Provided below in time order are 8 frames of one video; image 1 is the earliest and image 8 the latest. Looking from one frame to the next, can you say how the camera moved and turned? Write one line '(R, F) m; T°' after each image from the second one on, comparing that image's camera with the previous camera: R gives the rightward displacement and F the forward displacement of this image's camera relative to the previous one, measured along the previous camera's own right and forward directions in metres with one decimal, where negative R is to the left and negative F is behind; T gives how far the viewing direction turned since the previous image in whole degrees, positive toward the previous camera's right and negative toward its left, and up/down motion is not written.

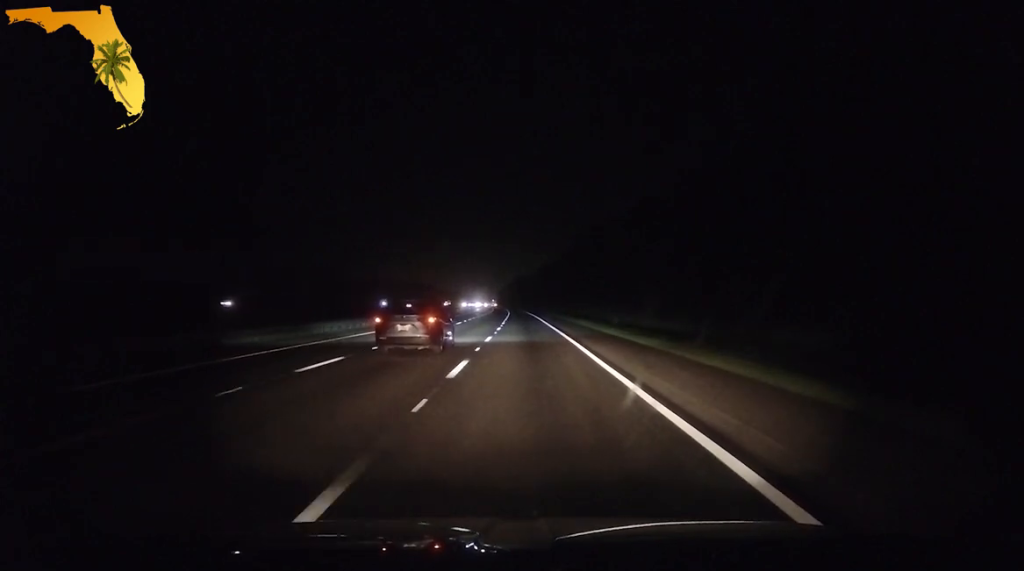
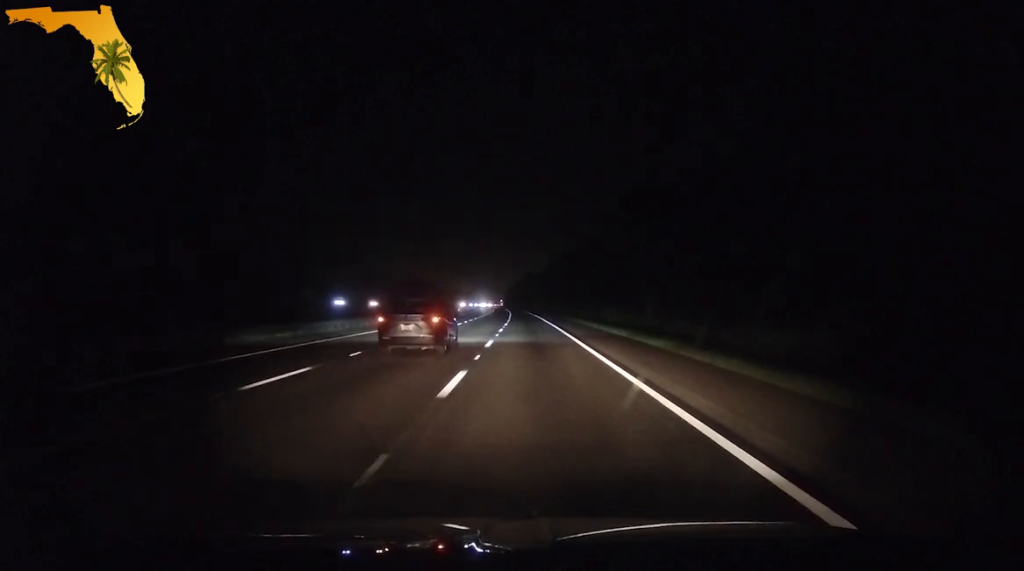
(-0.1, +51.1) m; 0°
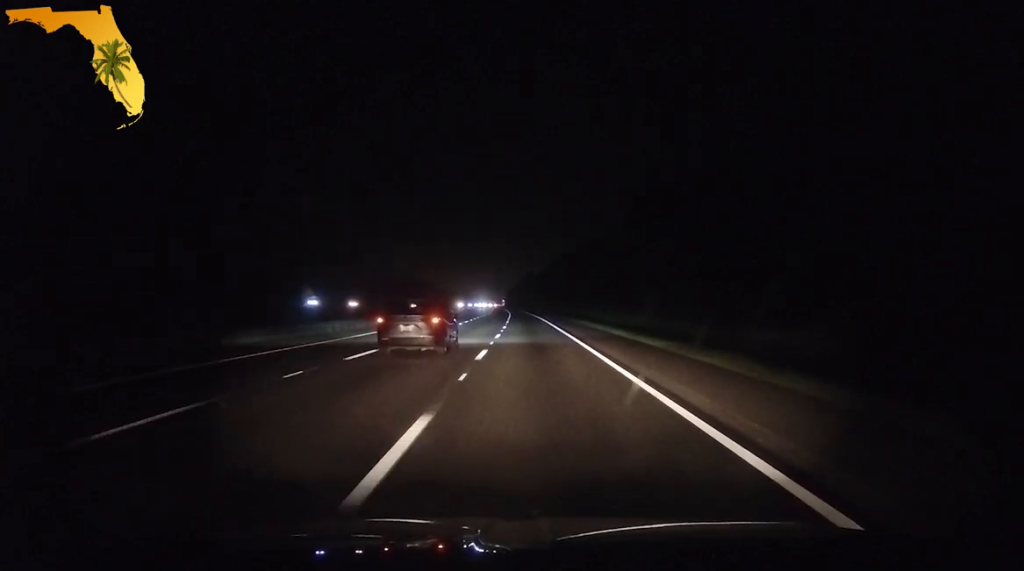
(+0.1, +17.5) m; 0°
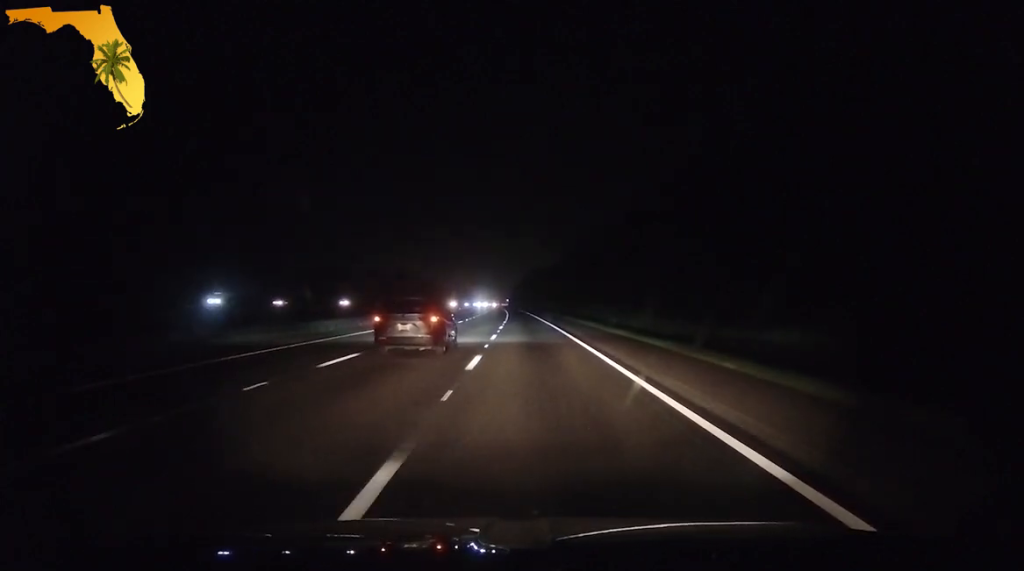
(-0.3, +38.5) m; -1°
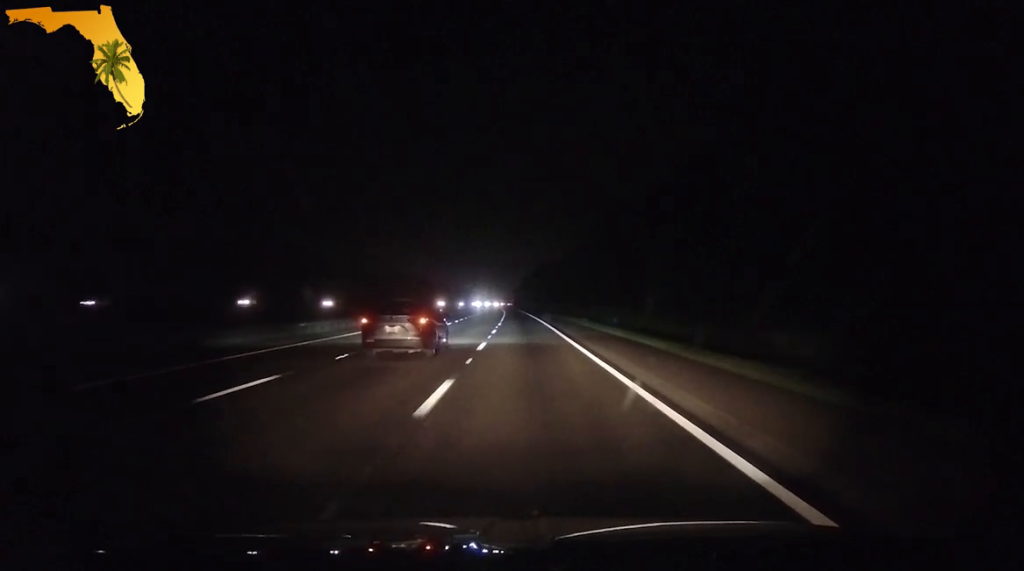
(-0.5, +42.3) m; -1°
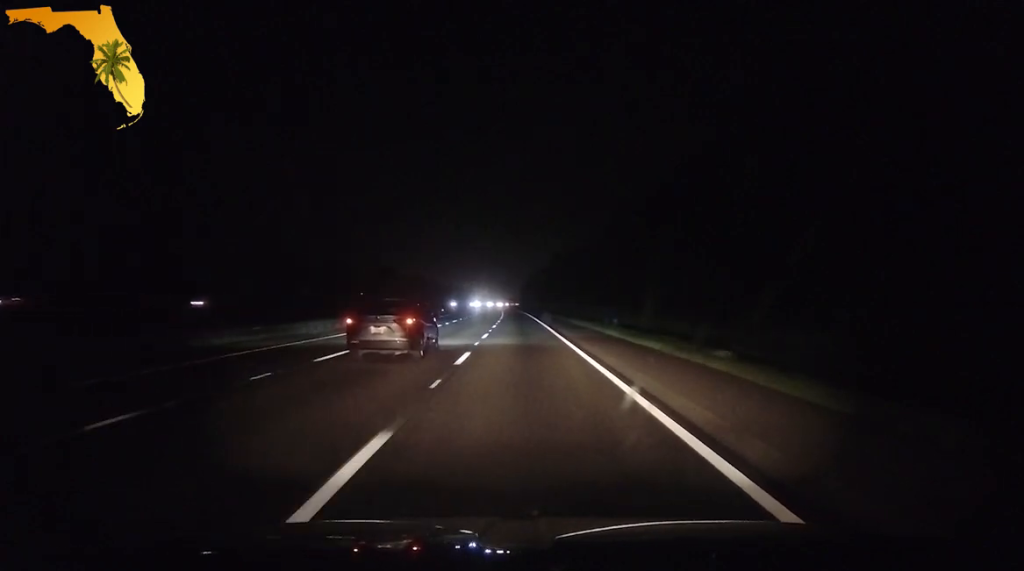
(-0.1, +41.3) m; 0°
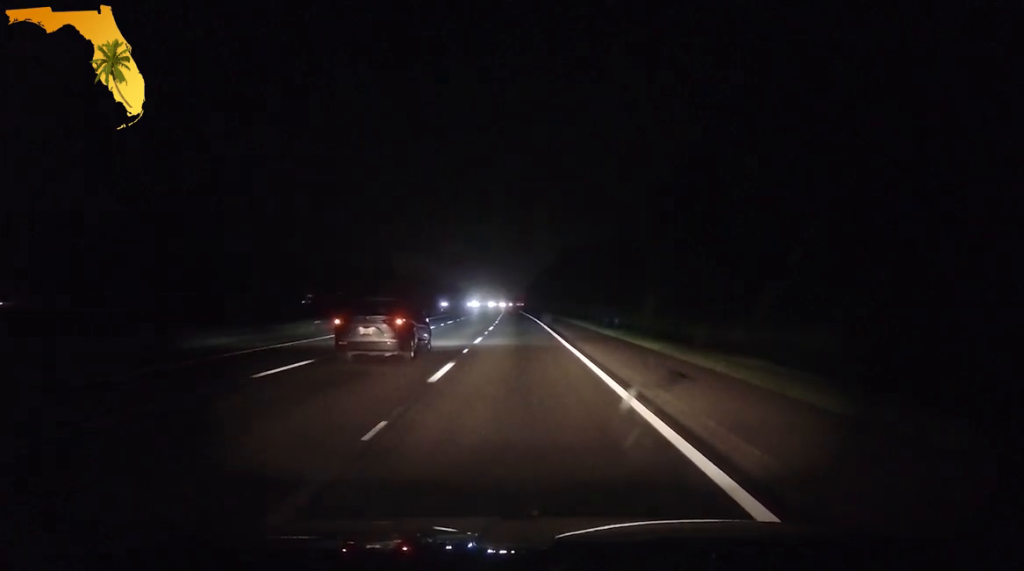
(0.0, +27.9) m; 0°
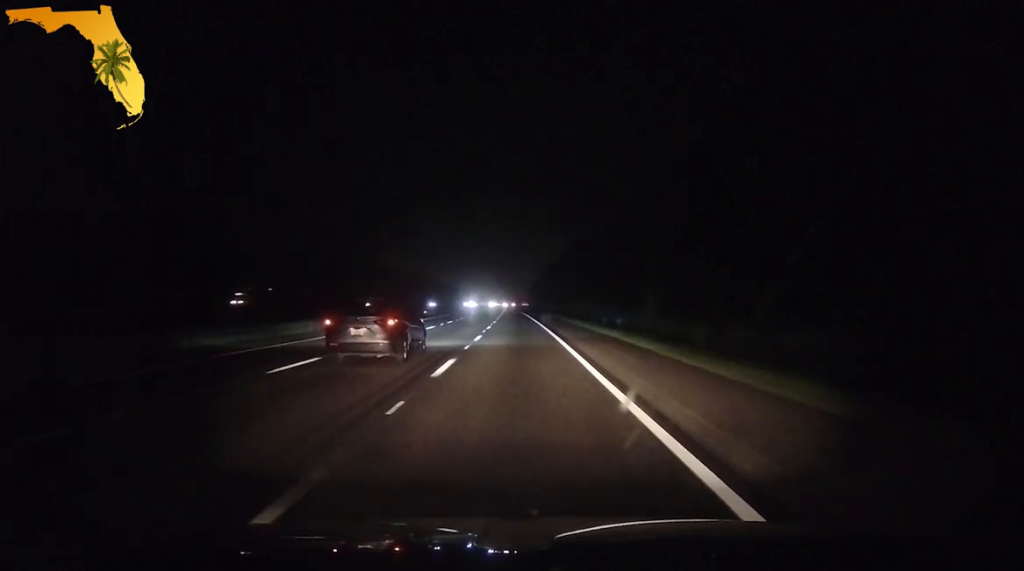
(0.0, +23.5) m; -1°
